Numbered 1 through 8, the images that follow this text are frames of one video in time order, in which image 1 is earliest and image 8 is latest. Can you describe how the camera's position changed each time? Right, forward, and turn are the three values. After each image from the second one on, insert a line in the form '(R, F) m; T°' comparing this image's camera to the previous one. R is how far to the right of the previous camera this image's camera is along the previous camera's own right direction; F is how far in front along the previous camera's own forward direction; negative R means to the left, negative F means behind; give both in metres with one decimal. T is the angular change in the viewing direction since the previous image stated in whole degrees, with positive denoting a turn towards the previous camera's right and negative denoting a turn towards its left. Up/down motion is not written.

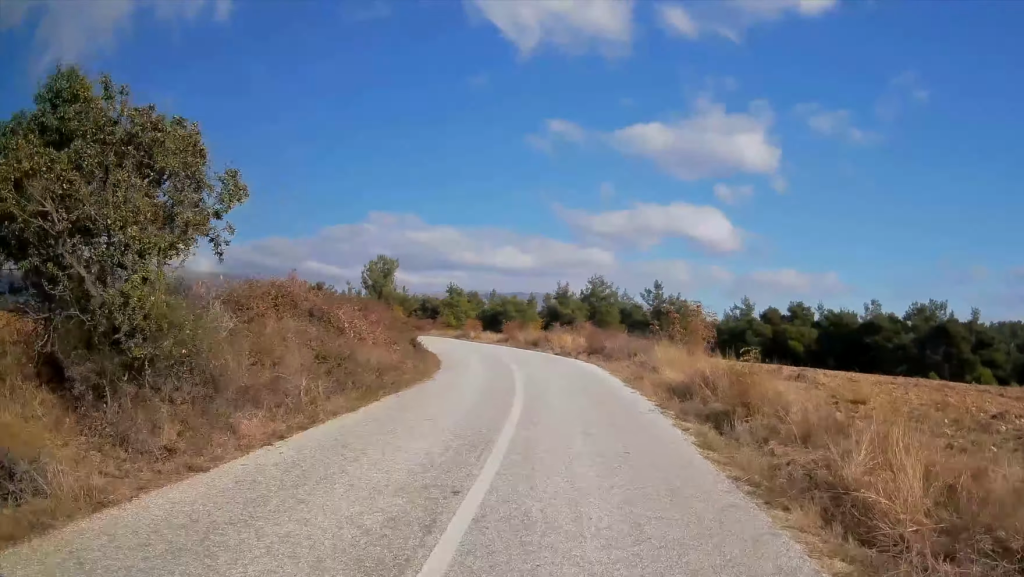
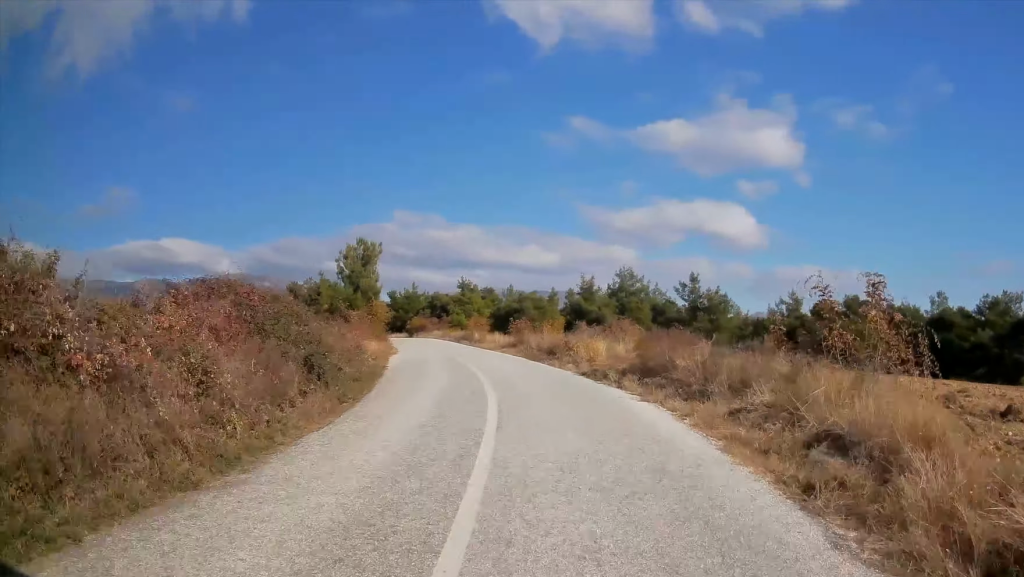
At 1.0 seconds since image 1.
(0.0, +12.4) m; -2°
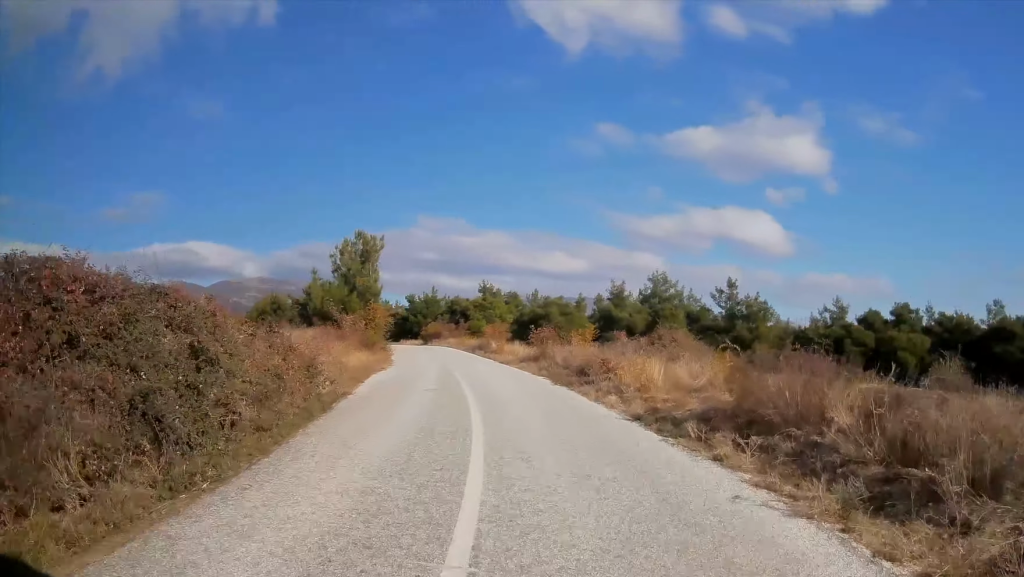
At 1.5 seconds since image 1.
(-0.1, +6.7) m; -2°
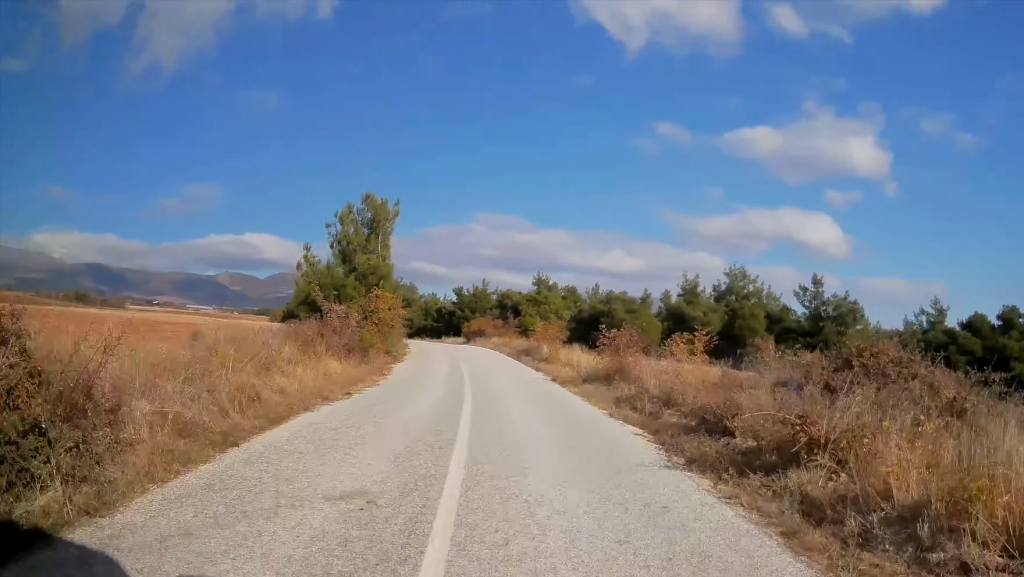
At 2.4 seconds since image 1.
(-0.5, +10.6) m; -3°
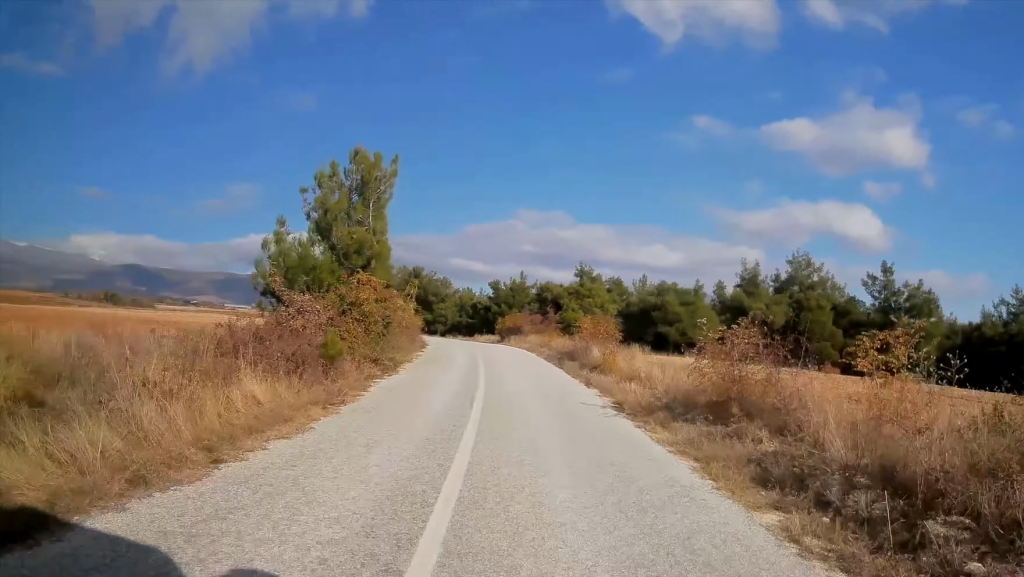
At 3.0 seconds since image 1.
(0.0, +7.7) m; -2°
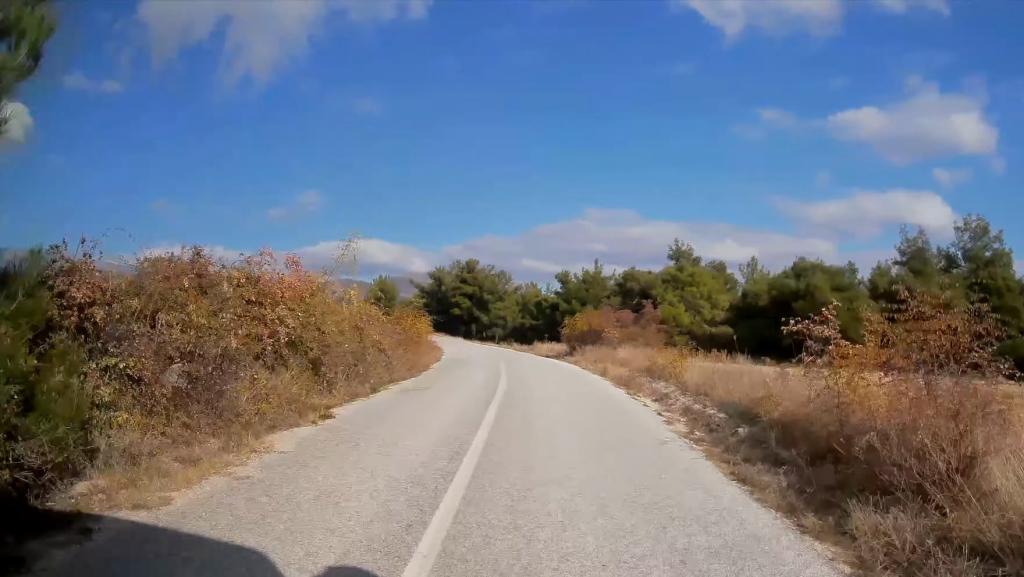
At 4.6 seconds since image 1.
(-1.4, +19.6) m; -8°
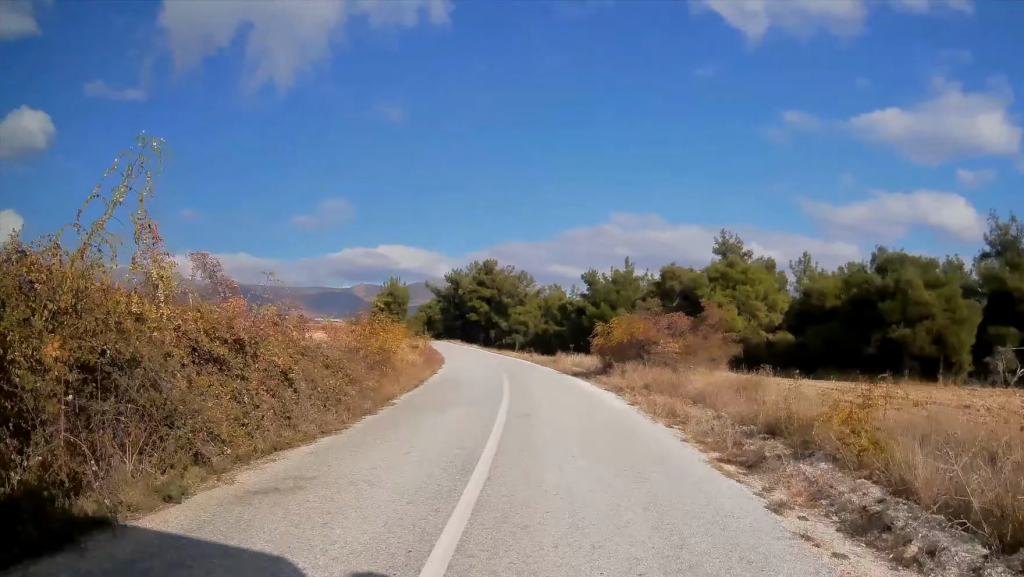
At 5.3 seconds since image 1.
(-0.2, +8.4) m; -3°
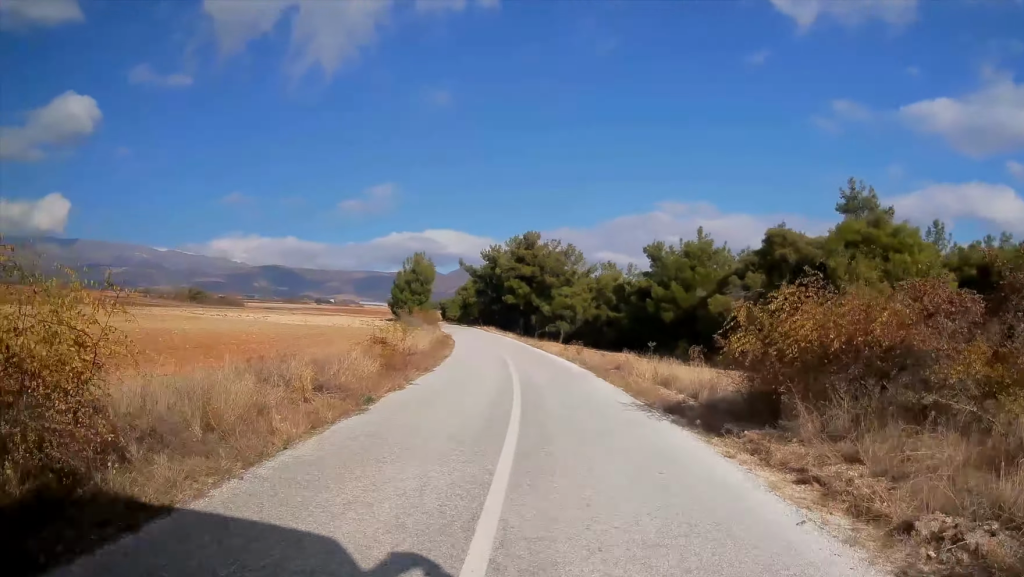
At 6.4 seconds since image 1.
(-0.6, +14.9) m; -4°
